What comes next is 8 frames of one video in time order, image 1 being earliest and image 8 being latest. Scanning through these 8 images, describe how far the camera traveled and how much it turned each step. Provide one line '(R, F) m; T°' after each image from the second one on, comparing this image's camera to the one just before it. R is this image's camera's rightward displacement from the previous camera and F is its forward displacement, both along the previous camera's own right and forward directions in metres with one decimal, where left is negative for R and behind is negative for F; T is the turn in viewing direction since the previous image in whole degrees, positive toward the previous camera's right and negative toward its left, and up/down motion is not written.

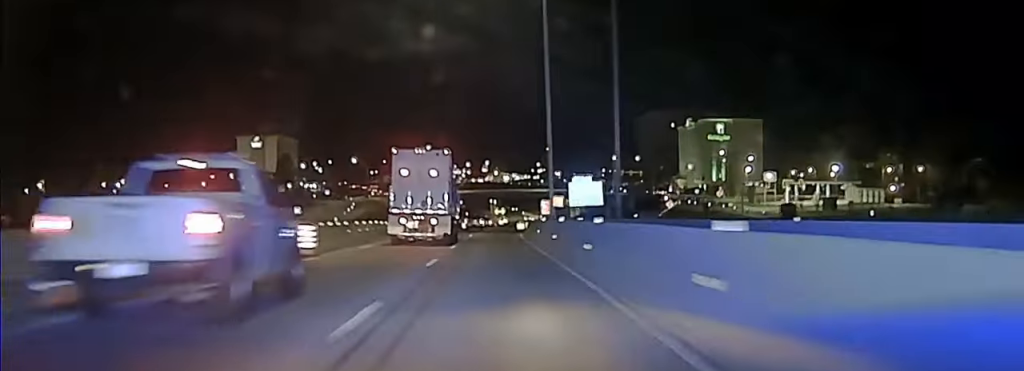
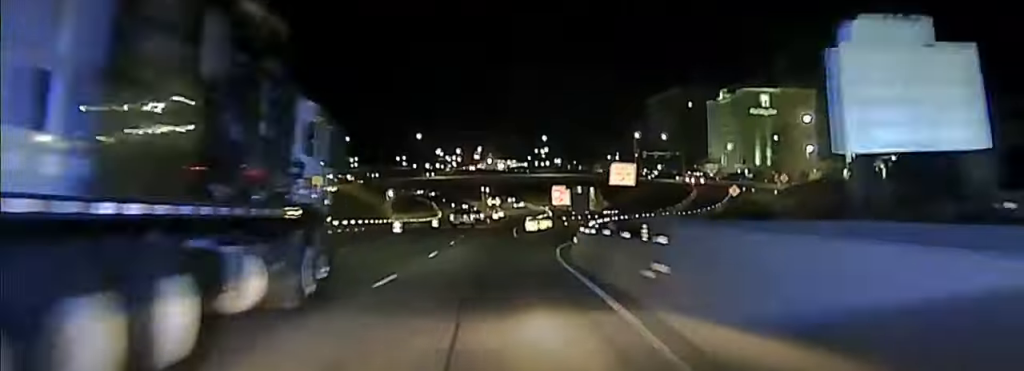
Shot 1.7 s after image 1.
(+0.3, +52.7) m; +1°
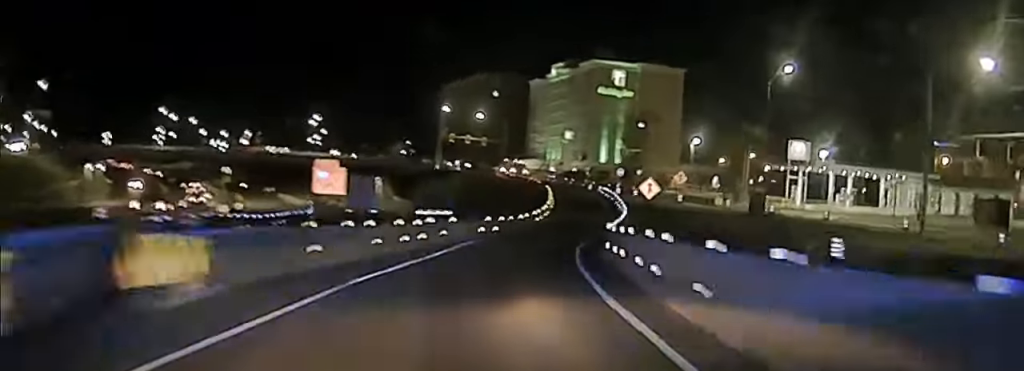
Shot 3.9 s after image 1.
(+2.8, +57.2) m; +9°
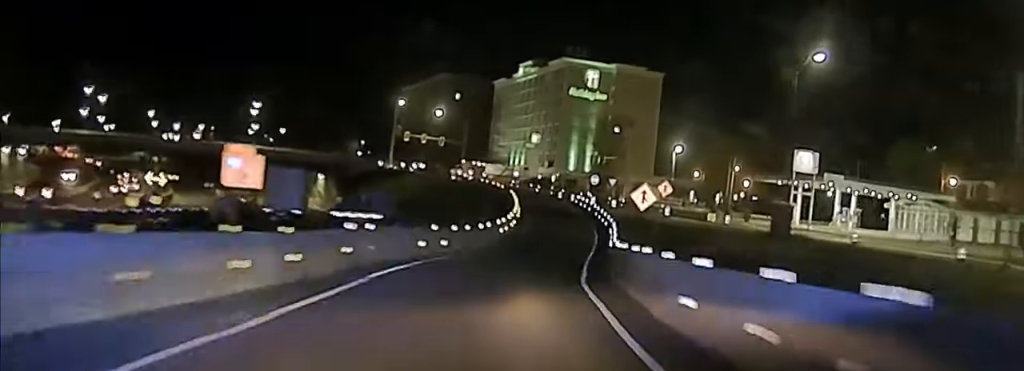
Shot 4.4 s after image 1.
(+0.3, +13.8) m; +4°
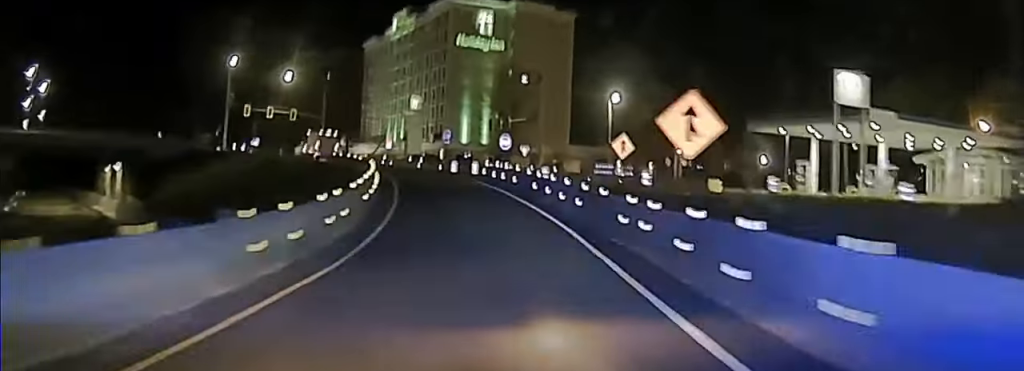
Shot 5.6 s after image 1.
(+2.4, +33.6) m; +6°
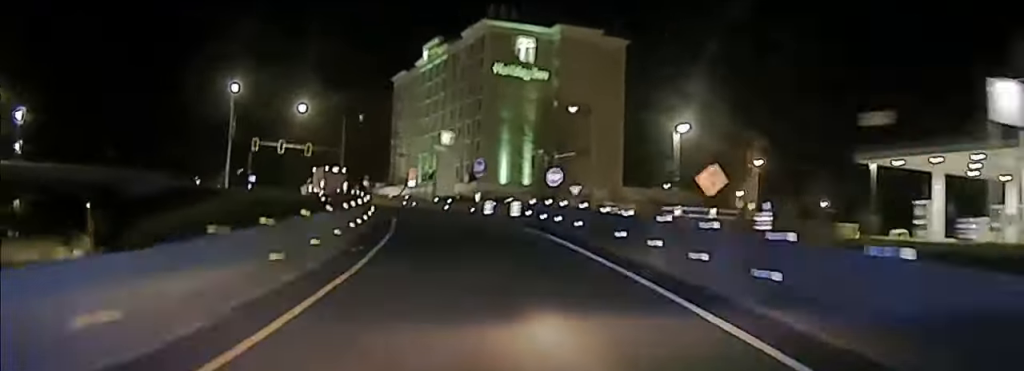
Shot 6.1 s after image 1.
(+0.5, +16.1) m; +1°
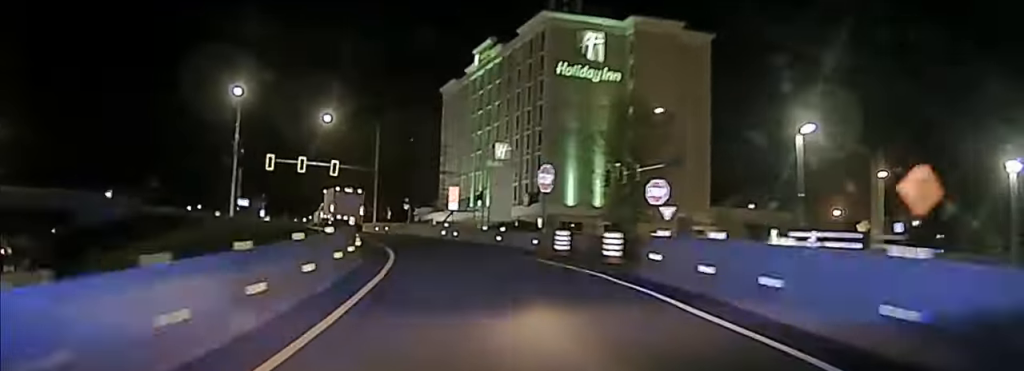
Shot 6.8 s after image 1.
(+0.1, +21.6) m; -1°
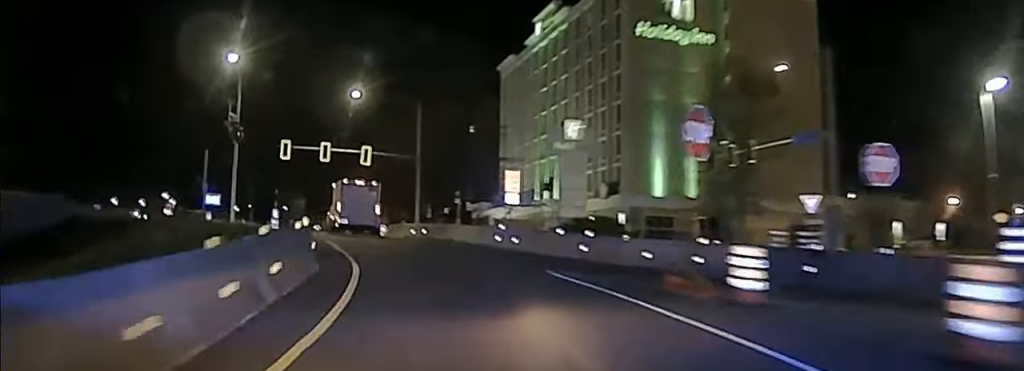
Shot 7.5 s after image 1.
(-0.1, +21.8) m; -3°
